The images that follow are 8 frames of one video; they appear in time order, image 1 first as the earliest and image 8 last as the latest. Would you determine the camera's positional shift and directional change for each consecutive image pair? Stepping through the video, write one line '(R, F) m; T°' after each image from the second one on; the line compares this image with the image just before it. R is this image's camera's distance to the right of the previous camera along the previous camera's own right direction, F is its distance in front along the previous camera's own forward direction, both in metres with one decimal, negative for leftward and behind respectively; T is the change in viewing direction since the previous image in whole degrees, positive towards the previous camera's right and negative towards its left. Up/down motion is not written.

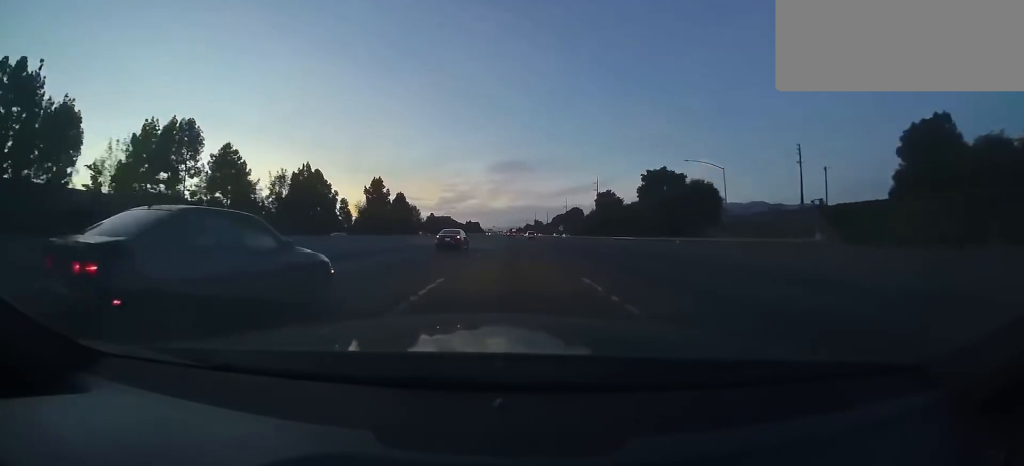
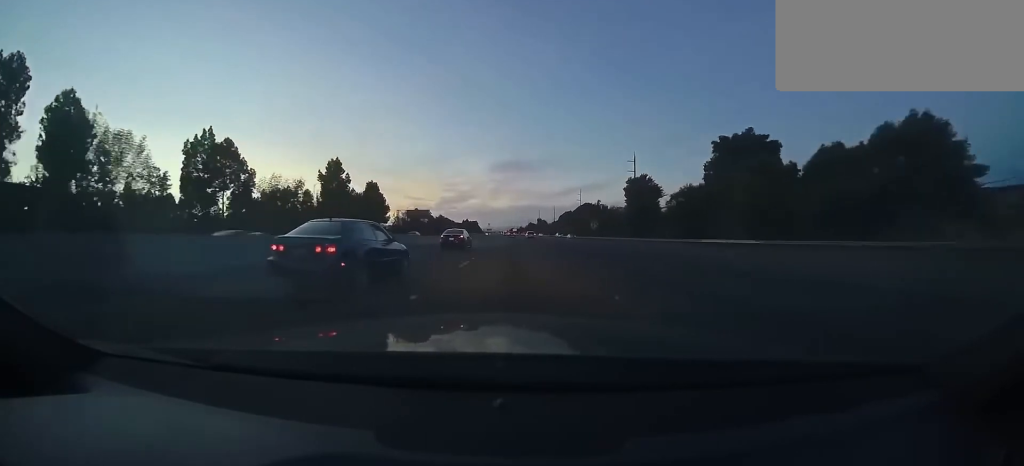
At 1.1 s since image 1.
(0.0, +37.8) m; -1°
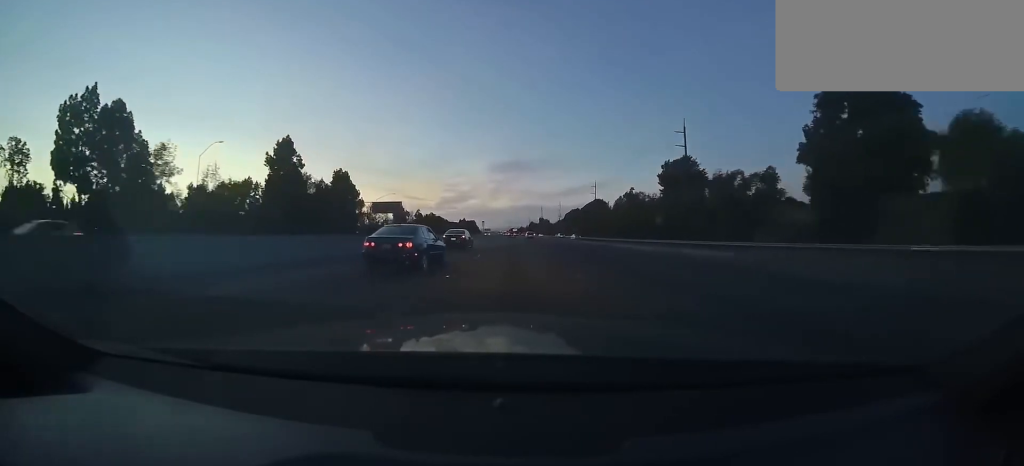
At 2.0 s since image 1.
(-0.1, +27.2) m; 0°
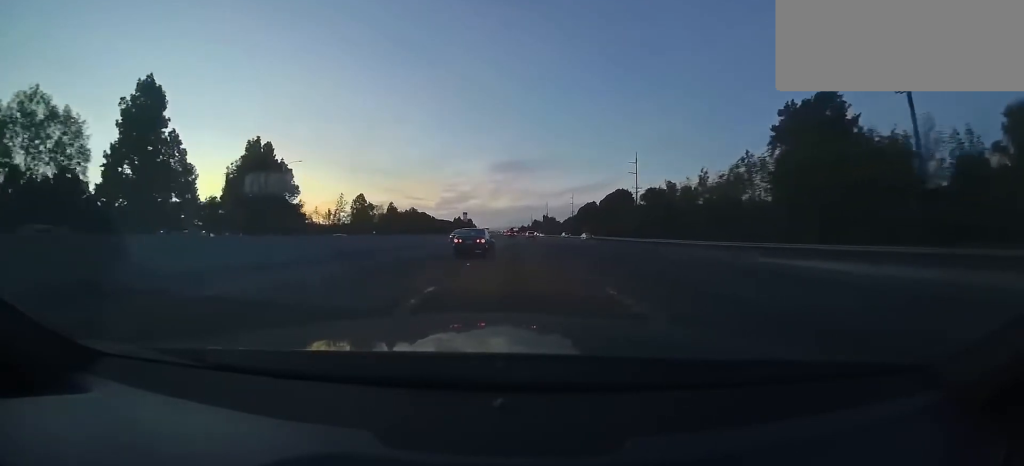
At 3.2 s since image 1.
(0.0, +40.9) m; 0°
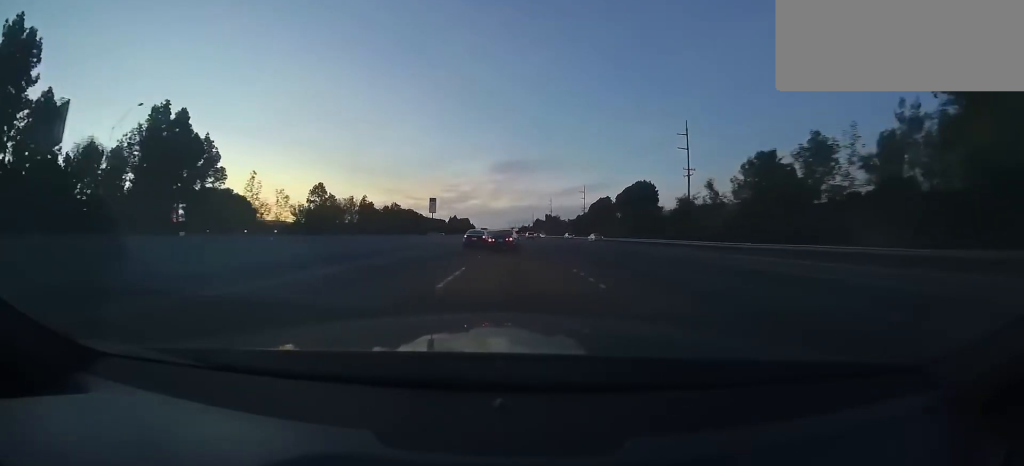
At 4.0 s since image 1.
(0.0, +25.3) m; 0°
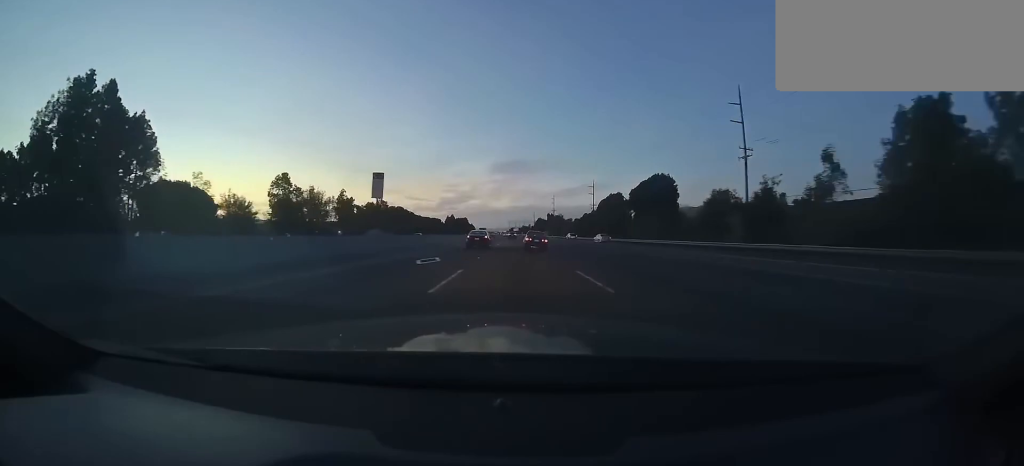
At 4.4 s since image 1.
(0.0, +14.8) m; 0°
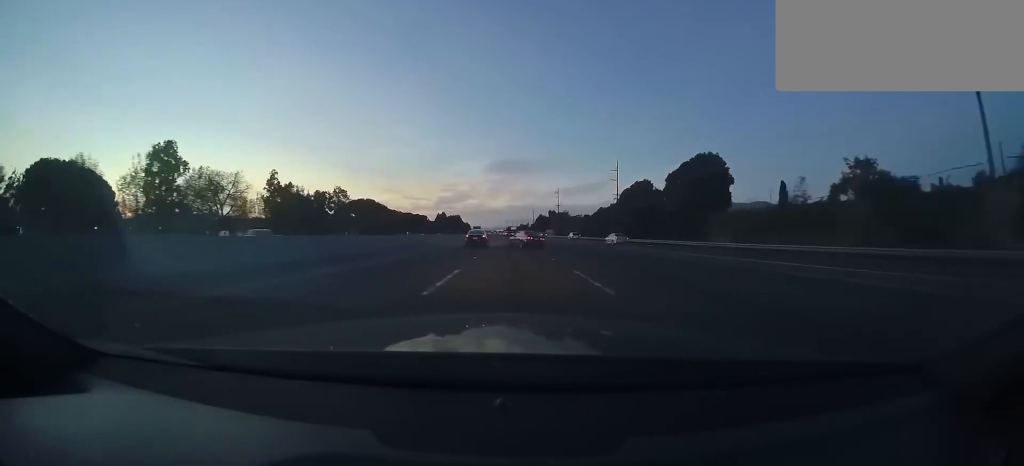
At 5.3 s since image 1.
(-0.3, +28.8) m; +1°
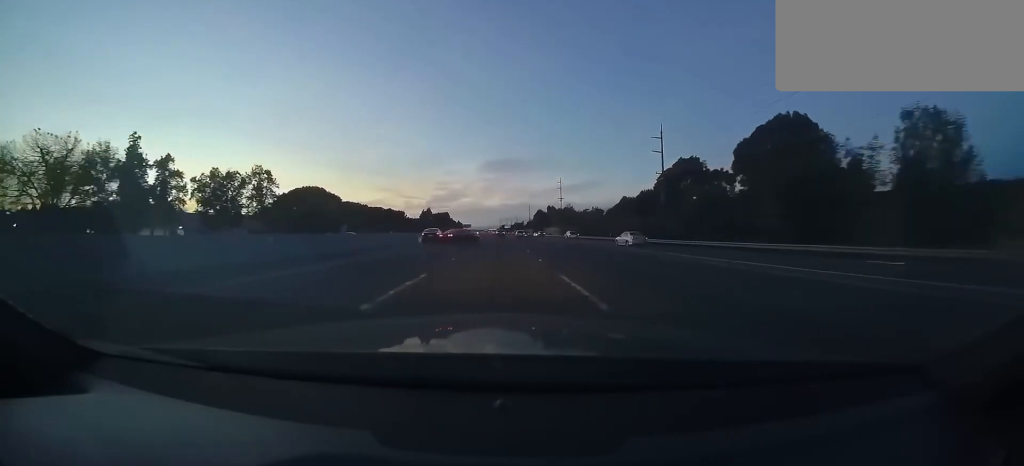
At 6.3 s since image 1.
(+0.6, +32.0) m; +2°
